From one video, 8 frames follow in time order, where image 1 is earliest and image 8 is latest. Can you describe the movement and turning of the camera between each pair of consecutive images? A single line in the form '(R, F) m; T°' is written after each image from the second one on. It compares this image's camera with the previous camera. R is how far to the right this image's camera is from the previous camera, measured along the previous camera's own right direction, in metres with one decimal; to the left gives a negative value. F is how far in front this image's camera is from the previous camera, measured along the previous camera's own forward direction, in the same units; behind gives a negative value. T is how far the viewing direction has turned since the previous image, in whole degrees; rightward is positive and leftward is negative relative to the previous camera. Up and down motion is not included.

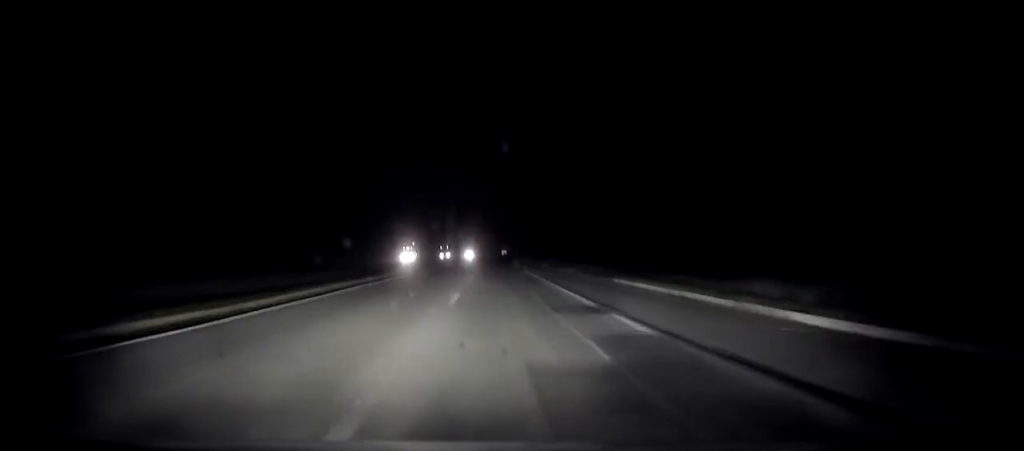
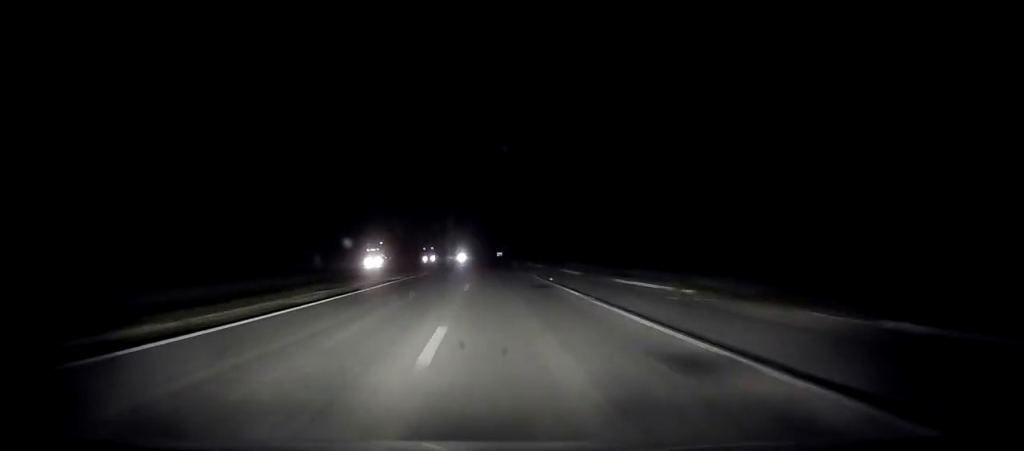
(+0.3, +24.8) m; +1°
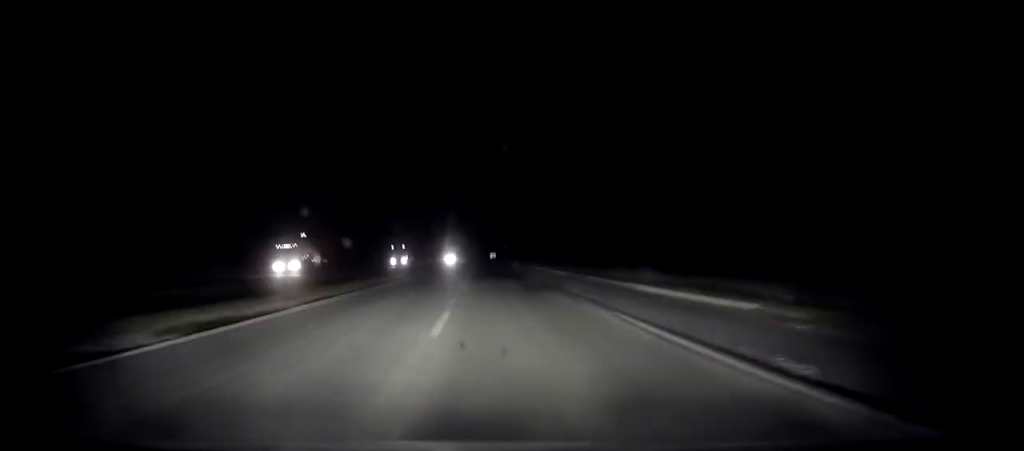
(+0.1, +28.3) m; 0°
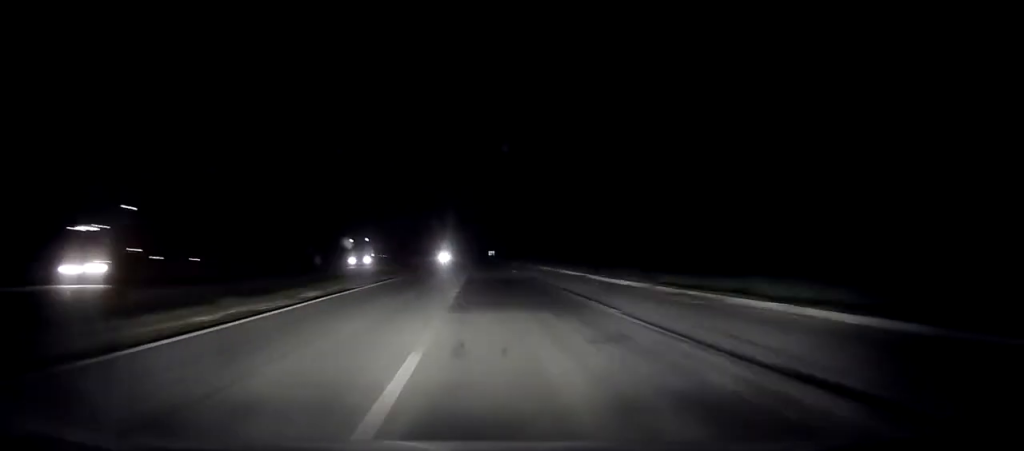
(0.0, +22.0) m; 0°
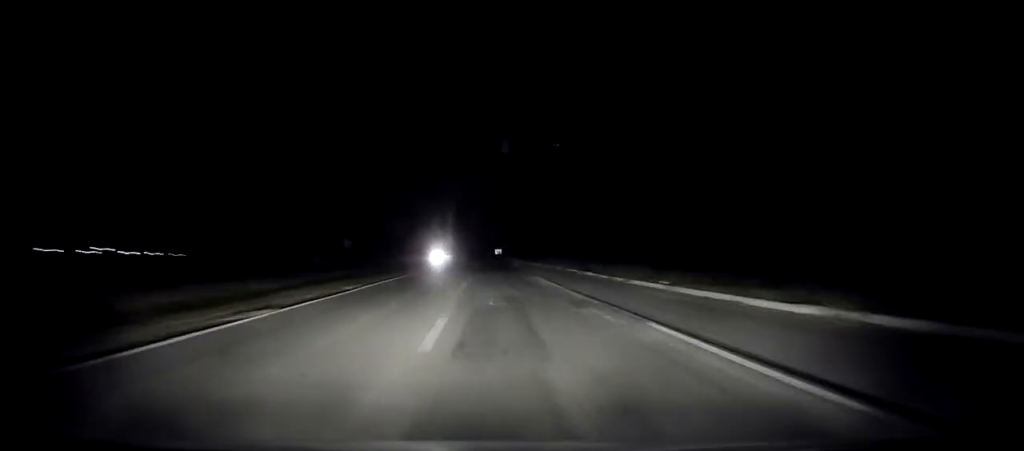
(+0.1, +43.4) m; 0°
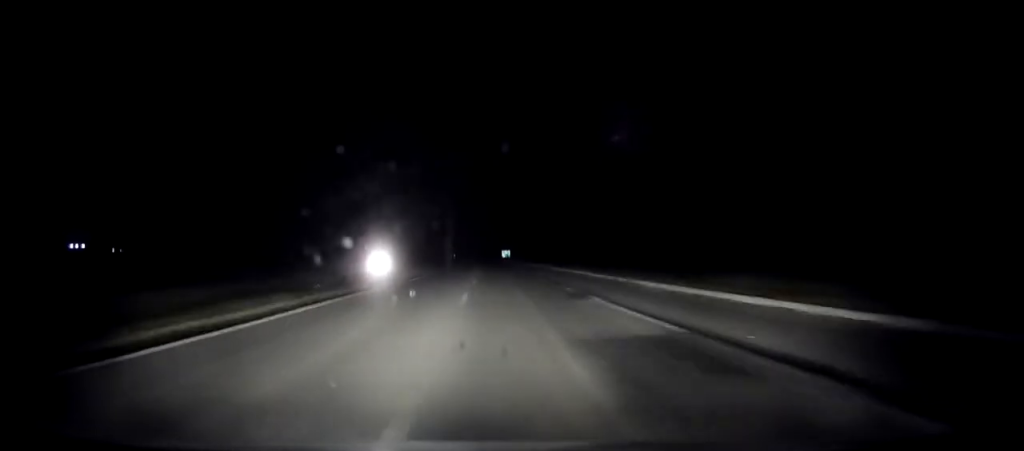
(-0.3, +71.5) m; 0°
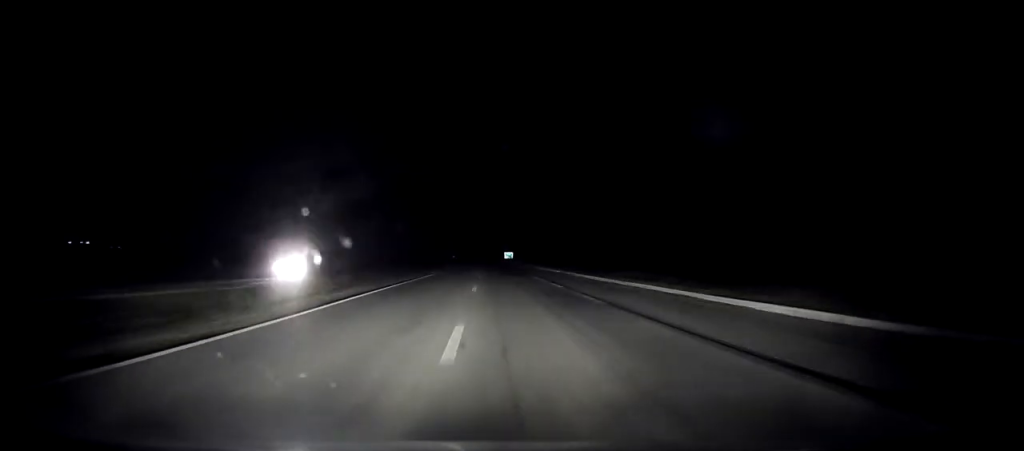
(0.0, +24.1) m; 0°
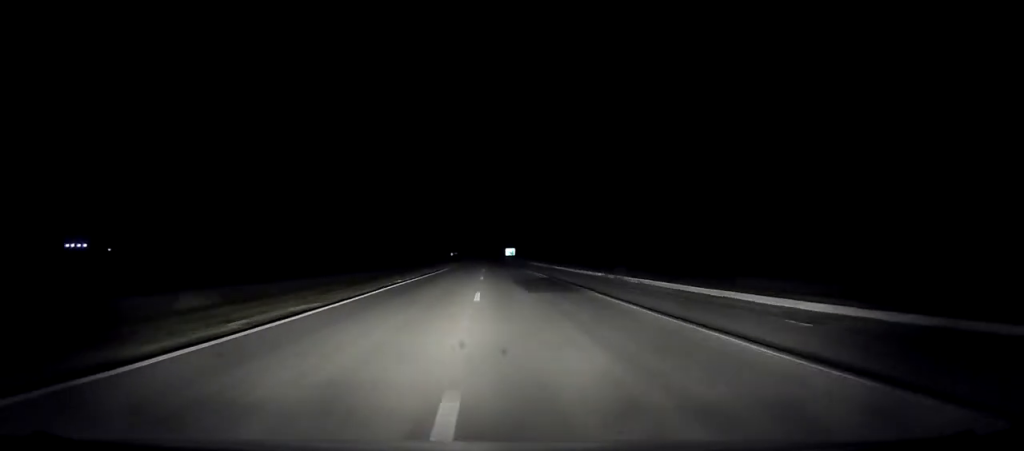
(0.0, +21.9) m; 0°
